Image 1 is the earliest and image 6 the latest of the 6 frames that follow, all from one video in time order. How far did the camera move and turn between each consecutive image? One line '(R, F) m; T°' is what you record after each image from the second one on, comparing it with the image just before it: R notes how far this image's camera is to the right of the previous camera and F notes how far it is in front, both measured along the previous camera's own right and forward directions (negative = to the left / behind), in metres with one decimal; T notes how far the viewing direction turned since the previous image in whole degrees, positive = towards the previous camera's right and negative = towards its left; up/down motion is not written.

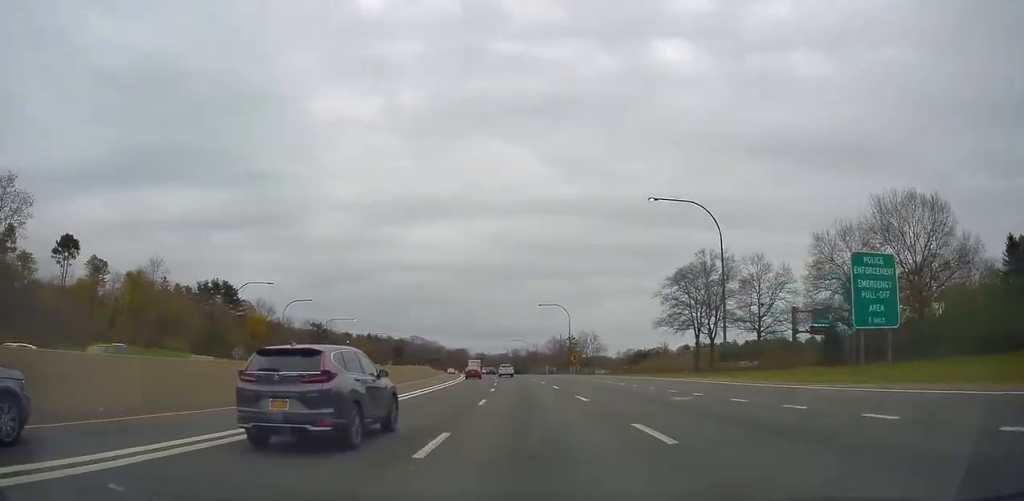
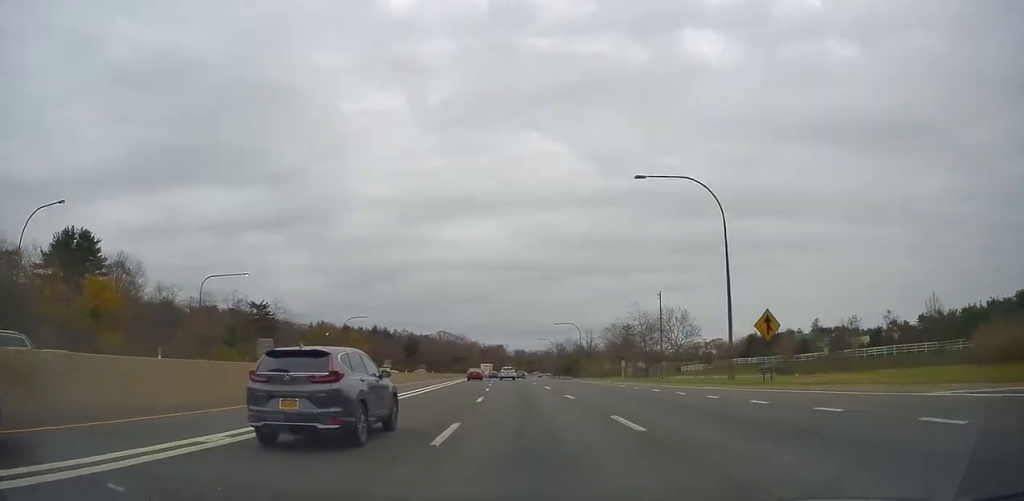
(-2.3, +69.9) m; -5°
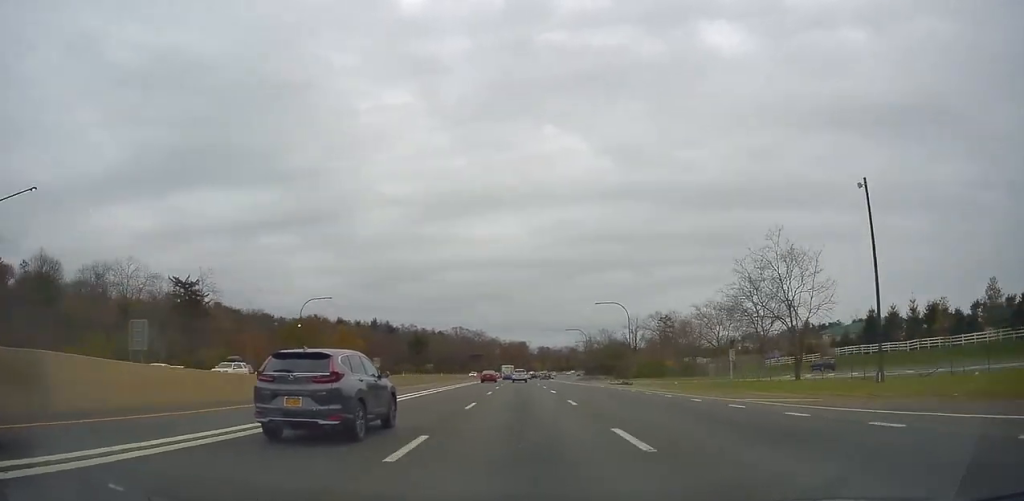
(-1.0, +38.7) m; -2°
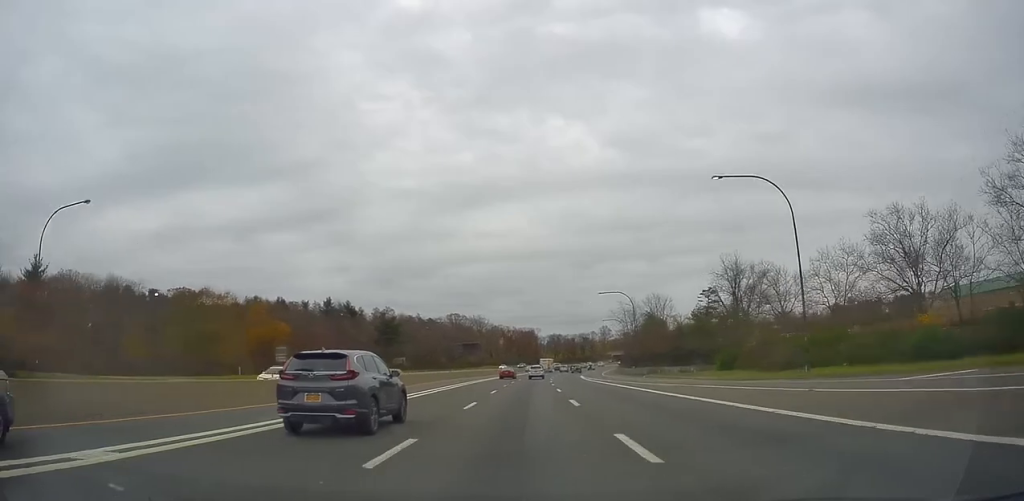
(-1.9, +61.2) m; -2°
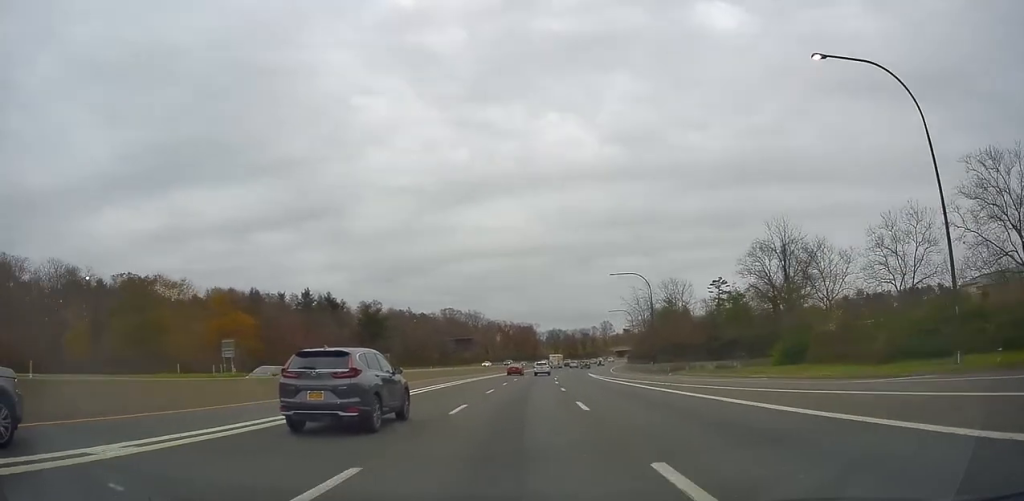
(-0.1, +15.5) m; 0°
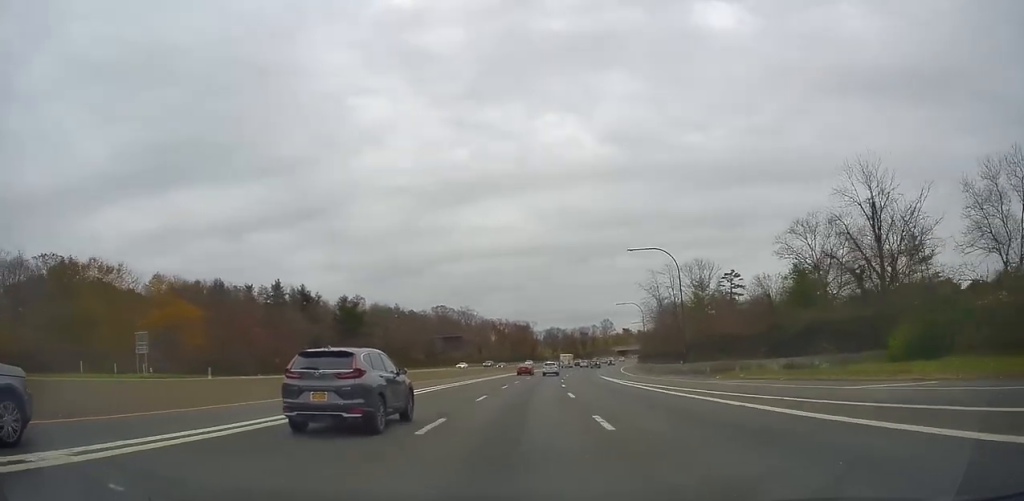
(+0.3, +17.0) m; 0°
